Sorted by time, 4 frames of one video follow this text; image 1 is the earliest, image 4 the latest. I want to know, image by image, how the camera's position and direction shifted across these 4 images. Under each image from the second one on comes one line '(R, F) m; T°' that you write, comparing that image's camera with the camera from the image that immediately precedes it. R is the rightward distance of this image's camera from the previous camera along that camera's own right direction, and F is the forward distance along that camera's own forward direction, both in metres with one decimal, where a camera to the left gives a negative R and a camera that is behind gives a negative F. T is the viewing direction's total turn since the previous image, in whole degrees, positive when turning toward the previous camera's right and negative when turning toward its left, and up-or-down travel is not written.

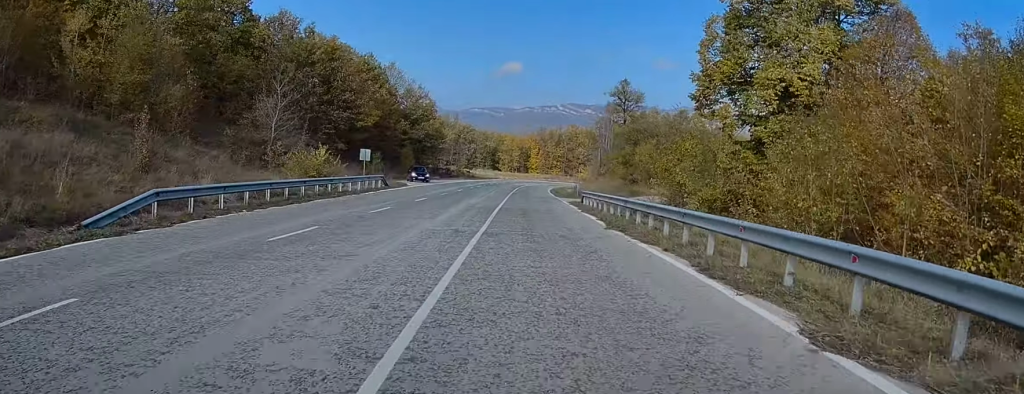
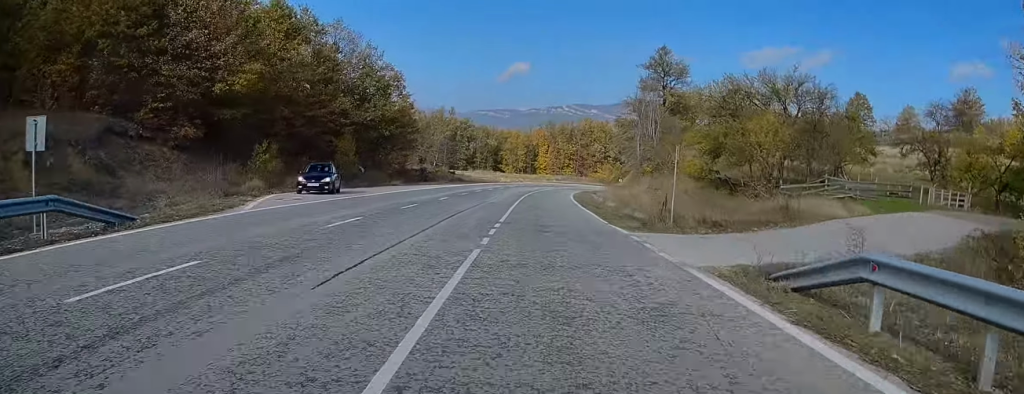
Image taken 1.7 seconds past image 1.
(-0.5, +32.9) m; 0°
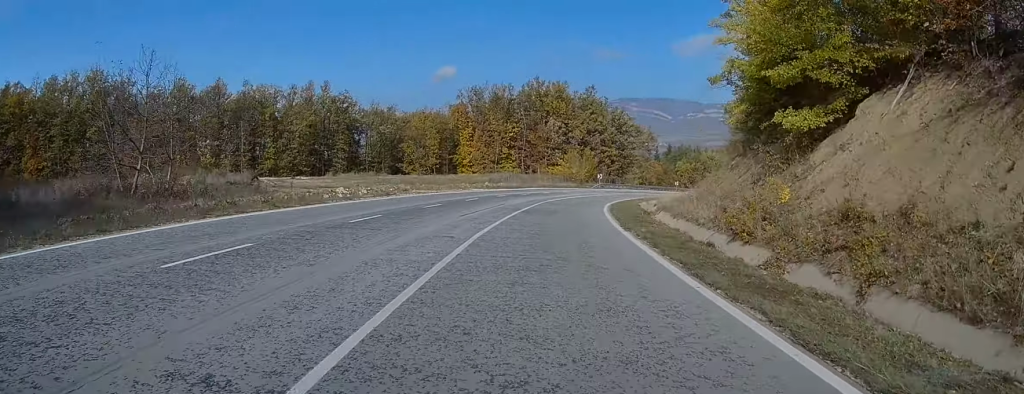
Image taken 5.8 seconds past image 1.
(+1.9, +76.7) m; +5°
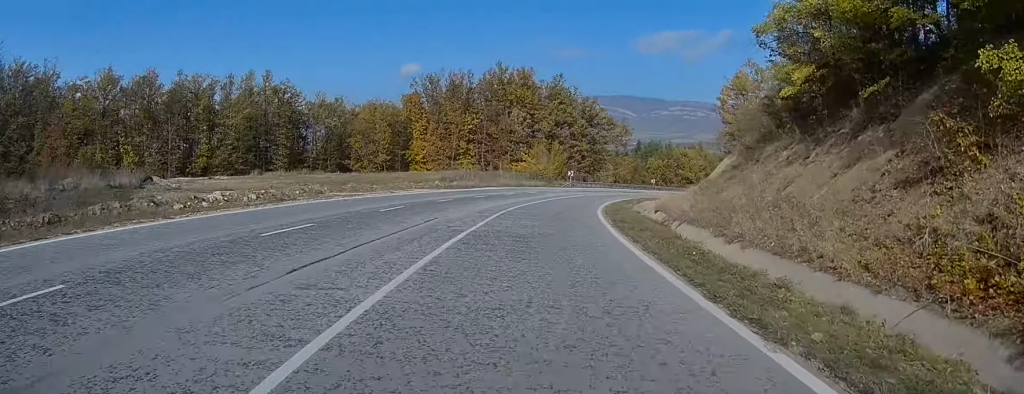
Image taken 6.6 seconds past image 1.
(+0.1, +13.6) m; +2°
